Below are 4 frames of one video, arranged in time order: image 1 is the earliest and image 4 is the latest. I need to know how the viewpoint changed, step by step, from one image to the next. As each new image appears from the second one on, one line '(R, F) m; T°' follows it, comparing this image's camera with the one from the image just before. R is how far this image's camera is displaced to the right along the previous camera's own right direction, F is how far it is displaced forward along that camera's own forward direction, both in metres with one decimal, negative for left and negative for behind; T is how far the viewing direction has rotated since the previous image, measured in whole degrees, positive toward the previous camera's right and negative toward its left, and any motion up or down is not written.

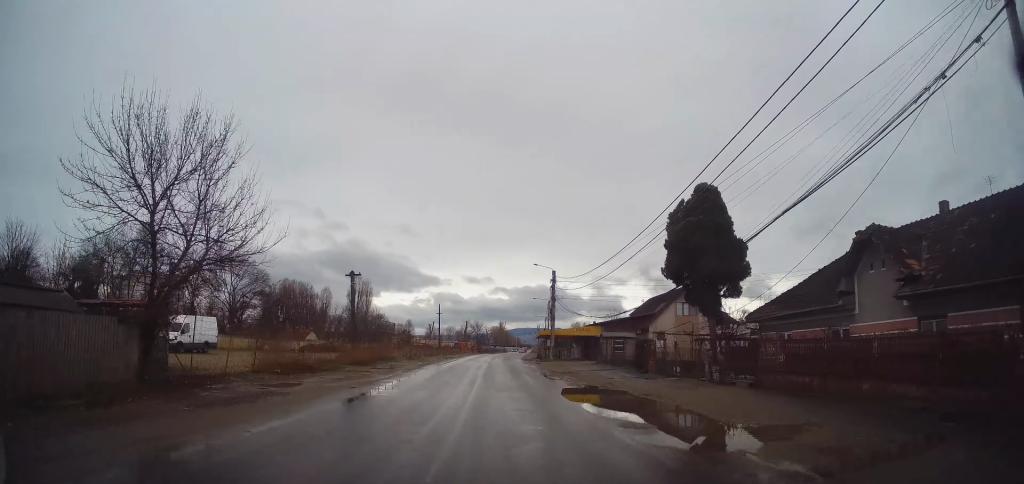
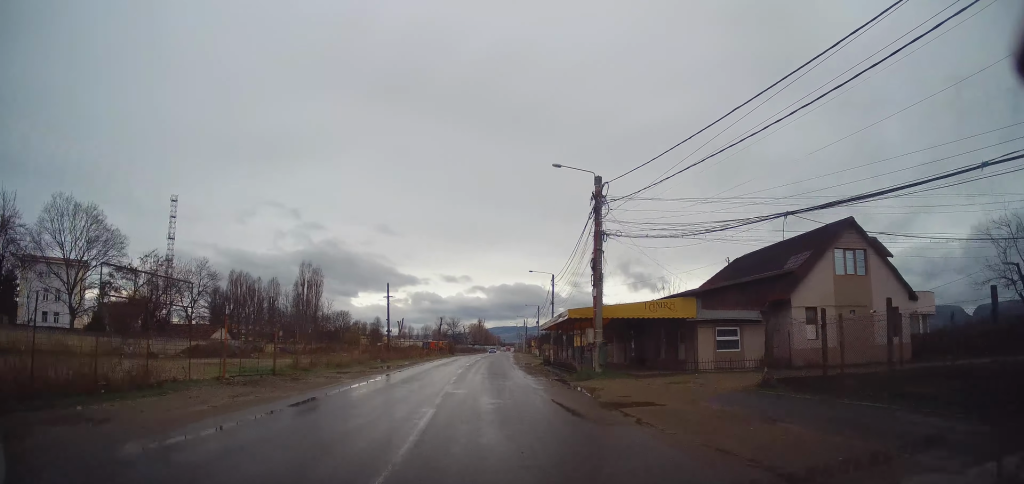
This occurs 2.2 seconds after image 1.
(0.0, +25.7) m; +3°
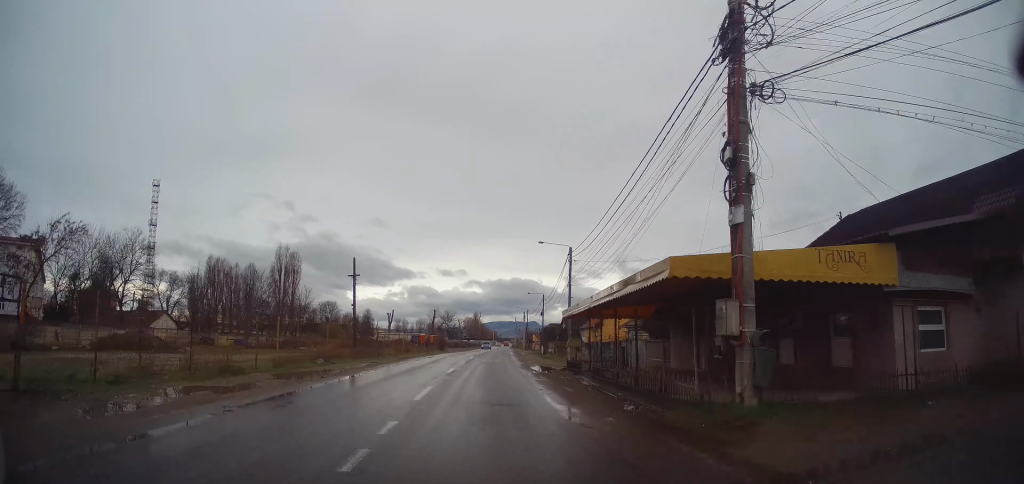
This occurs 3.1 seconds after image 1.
(+0.2, +12.5) m; +1°
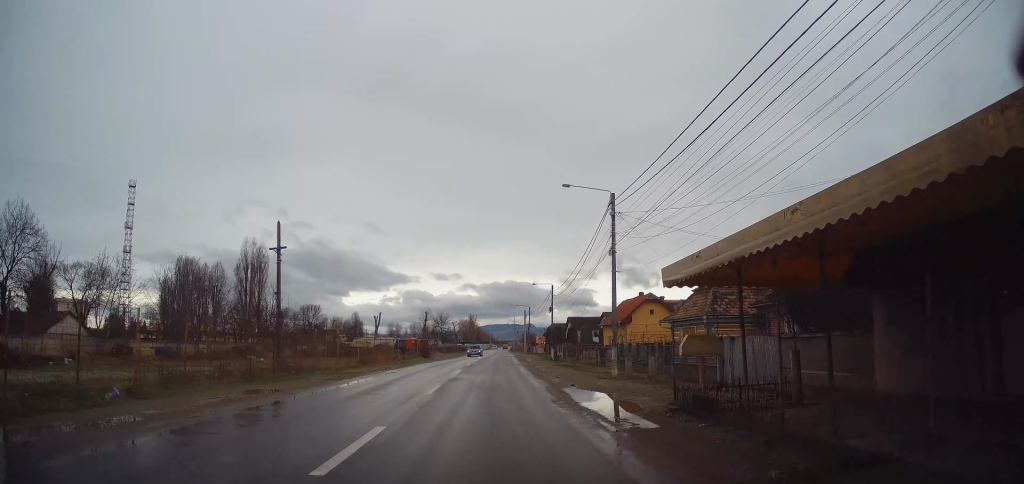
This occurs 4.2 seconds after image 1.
(-0.1, +14.5) m; 0°
